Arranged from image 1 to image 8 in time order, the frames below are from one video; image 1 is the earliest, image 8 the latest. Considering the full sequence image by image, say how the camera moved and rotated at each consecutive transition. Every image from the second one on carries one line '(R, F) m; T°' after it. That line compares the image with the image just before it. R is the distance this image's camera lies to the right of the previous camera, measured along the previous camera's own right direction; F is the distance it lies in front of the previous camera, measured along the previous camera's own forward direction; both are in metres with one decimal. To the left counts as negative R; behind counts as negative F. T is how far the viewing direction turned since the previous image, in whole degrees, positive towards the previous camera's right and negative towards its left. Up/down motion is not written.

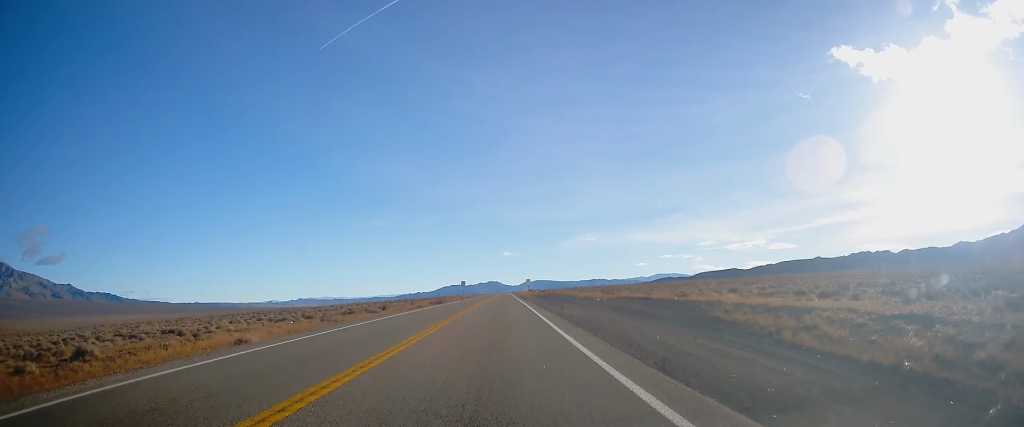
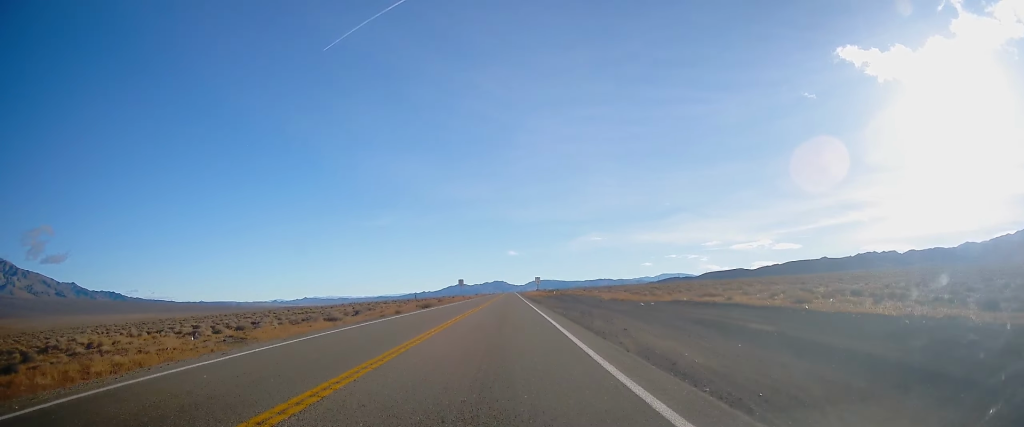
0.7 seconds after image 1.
(0.0, +19.0) m; 0°
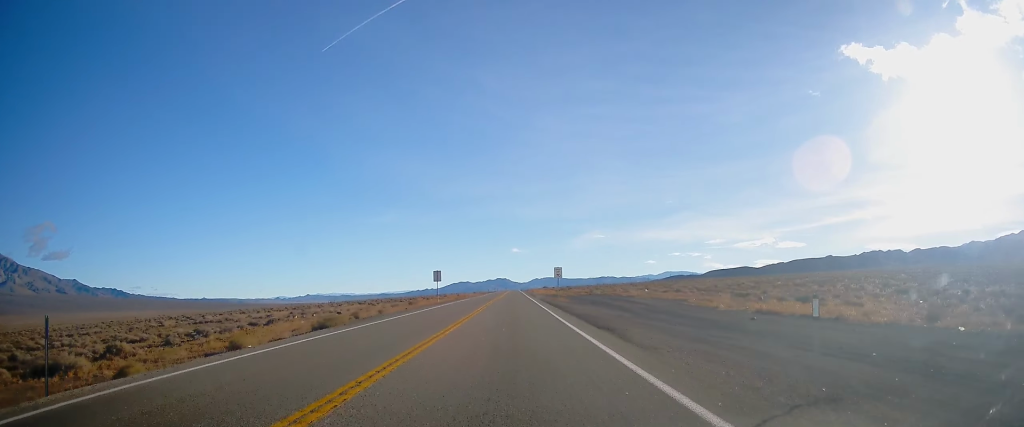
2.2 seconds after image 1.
(-0.2, +38.9) m; -1°
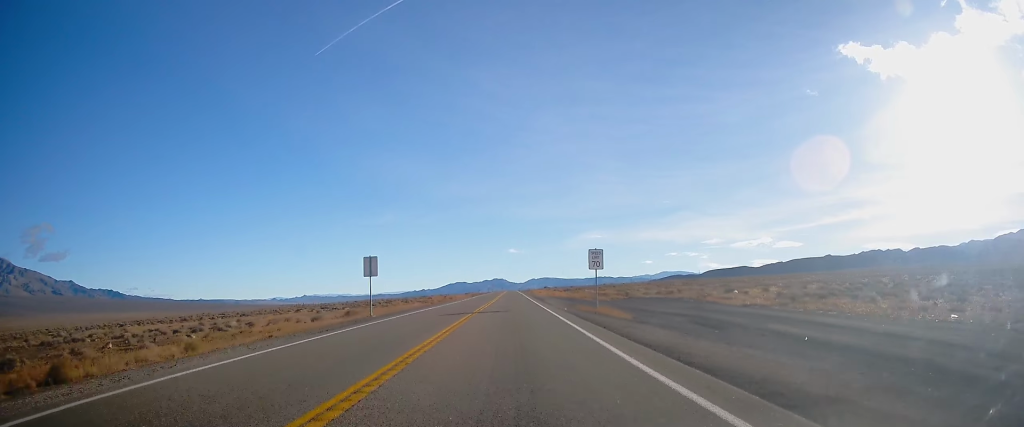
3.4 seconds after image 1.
(-0.2, +31.4) m; 0°
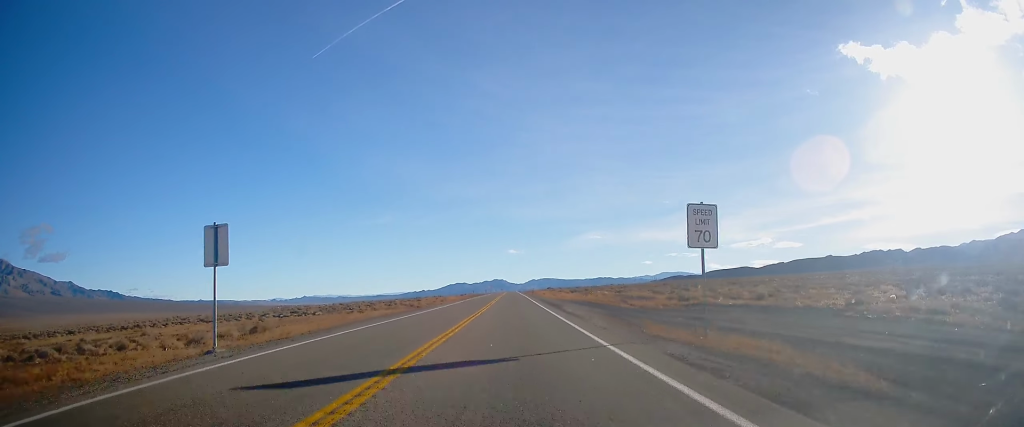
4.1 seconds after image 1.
(+0.2, +20.1) m; +1°
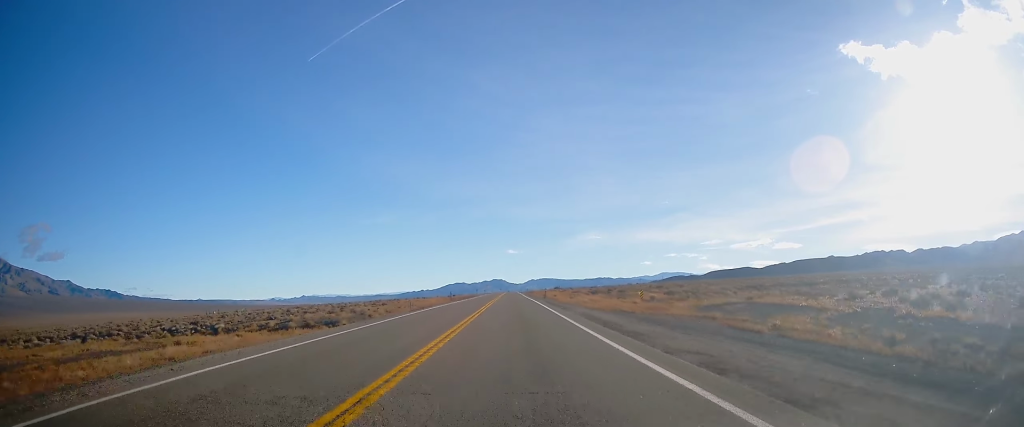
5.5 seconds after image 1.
(0.0, +40.1) m; 0°
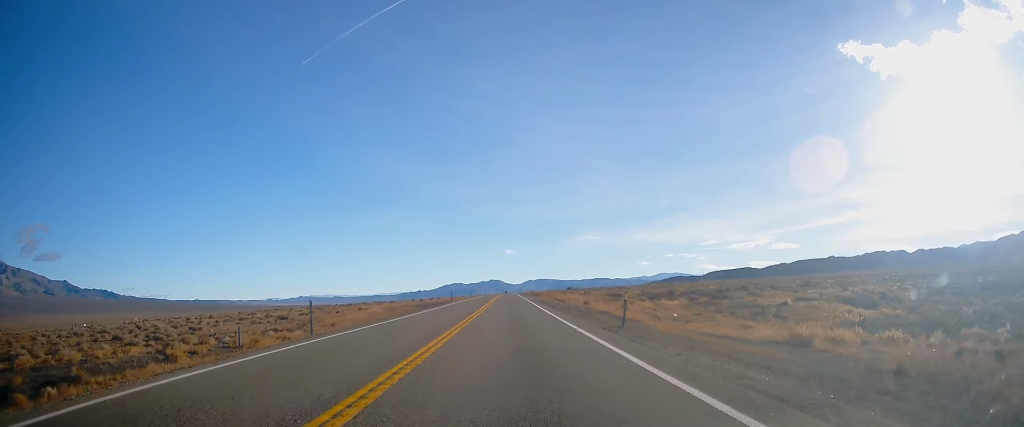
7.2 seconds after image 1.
(0.0, +47.8) m; 0°
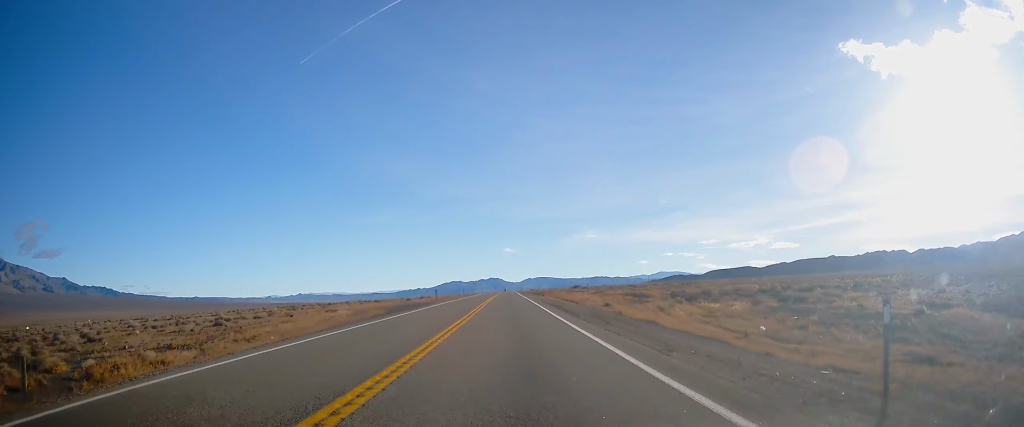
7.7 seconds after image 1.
(+0.1, +14.6) m; 0°
